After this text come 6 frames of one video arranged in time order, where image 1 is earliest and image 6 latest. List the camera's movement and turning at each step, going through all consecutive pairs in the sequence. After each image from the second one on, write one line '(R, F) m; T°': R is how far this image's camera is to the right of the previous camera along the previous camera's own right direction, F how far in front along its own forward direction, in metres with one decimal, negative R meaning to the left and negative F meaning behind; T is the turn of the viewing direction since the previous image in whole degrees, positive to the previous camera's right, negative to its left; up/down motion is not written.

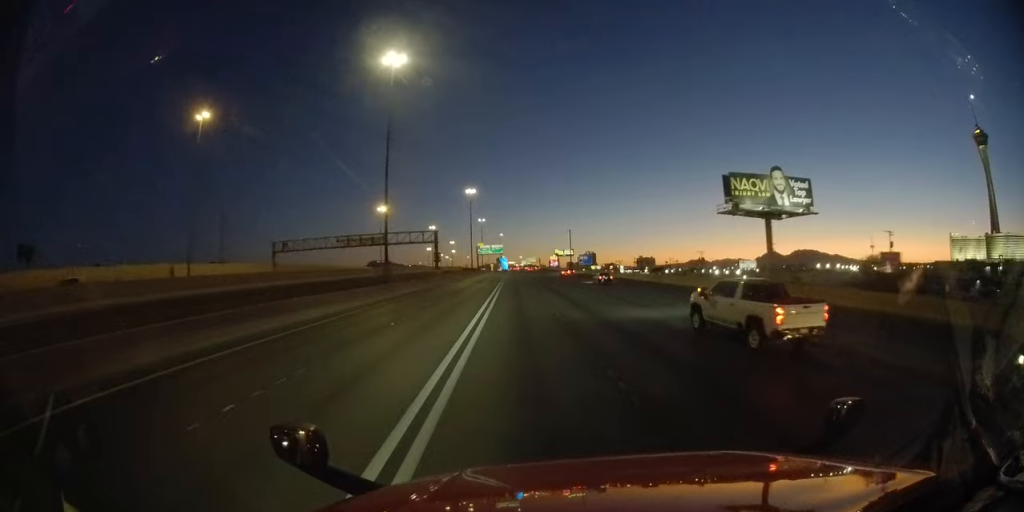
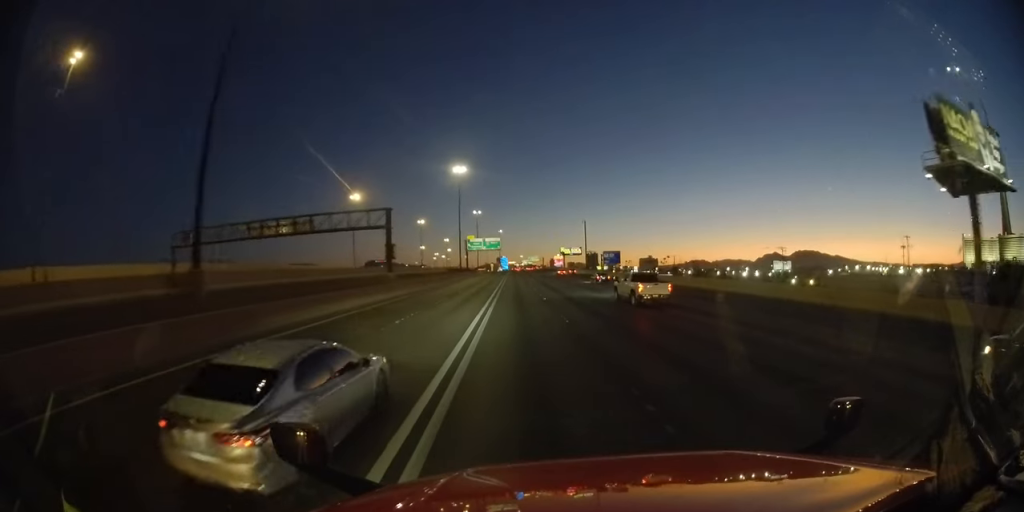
(0.0, +36.3) m; 0°
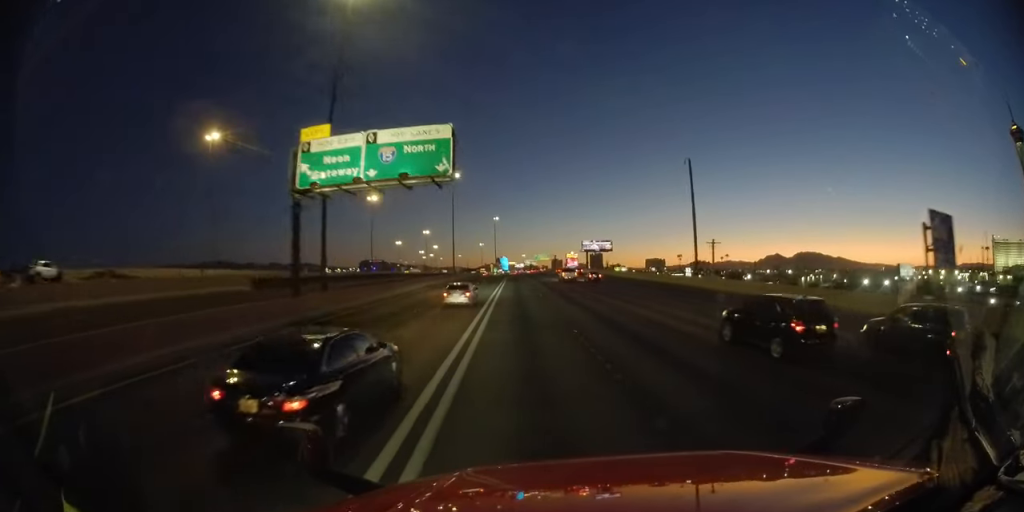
(-1.2, +88.5) m; -2°
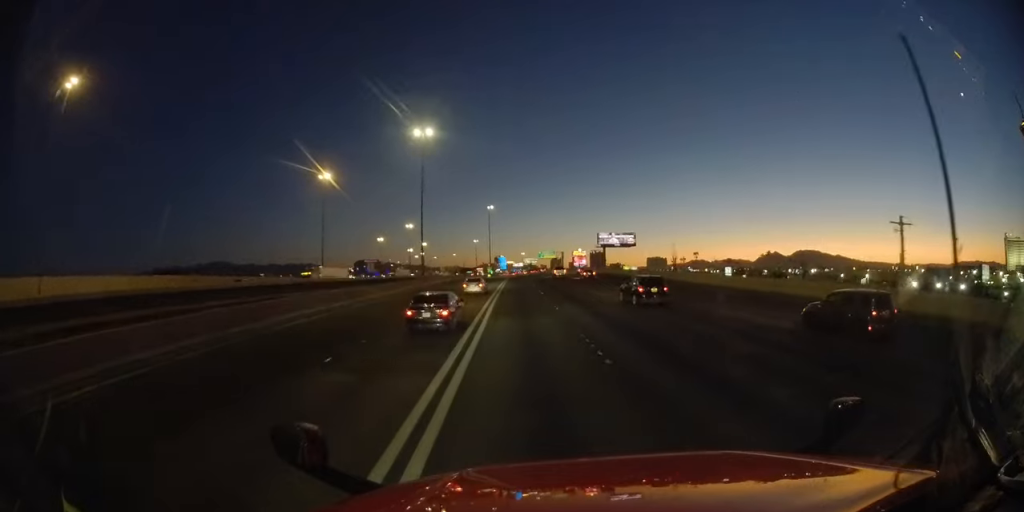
(-0.3, +42.0) m; 0°
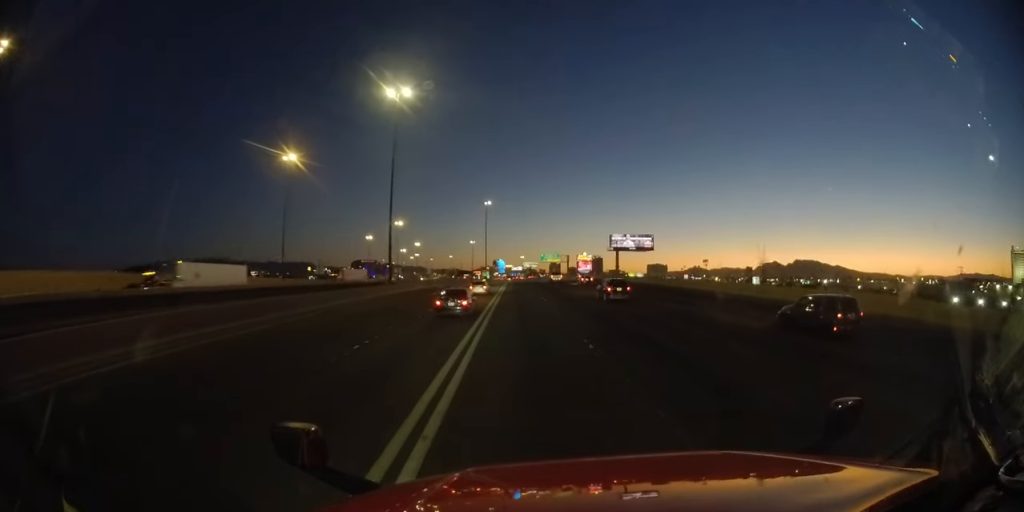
(+0.2, +21.9) m; +1°
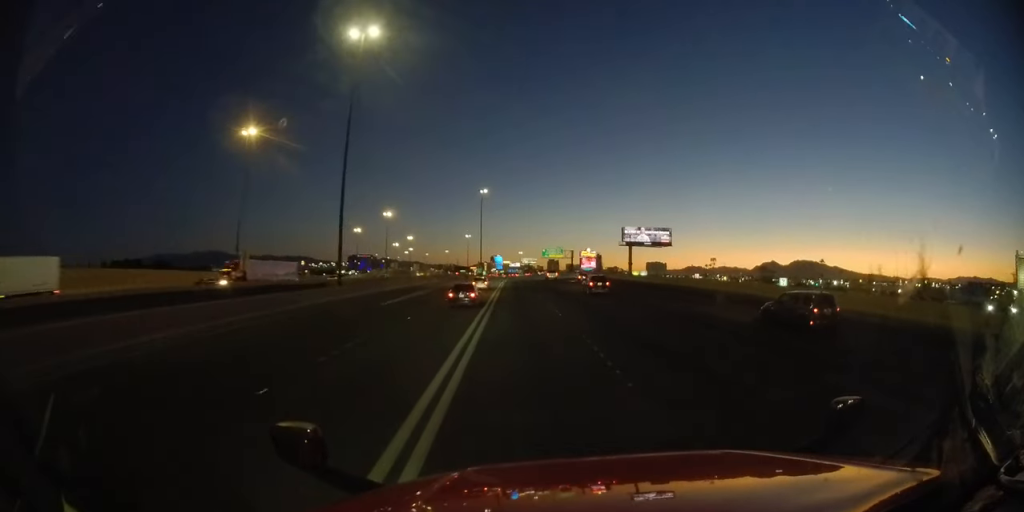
(+0.2, +18.0) m; +1°
